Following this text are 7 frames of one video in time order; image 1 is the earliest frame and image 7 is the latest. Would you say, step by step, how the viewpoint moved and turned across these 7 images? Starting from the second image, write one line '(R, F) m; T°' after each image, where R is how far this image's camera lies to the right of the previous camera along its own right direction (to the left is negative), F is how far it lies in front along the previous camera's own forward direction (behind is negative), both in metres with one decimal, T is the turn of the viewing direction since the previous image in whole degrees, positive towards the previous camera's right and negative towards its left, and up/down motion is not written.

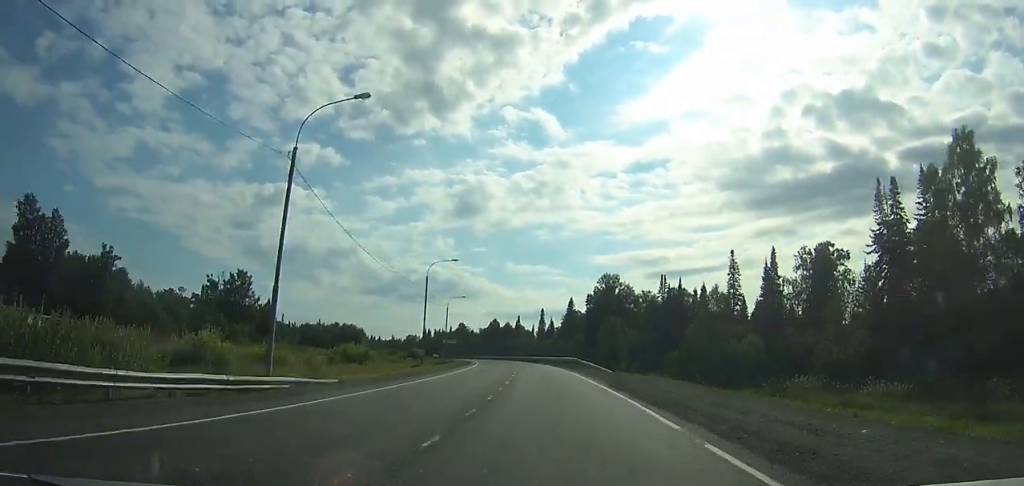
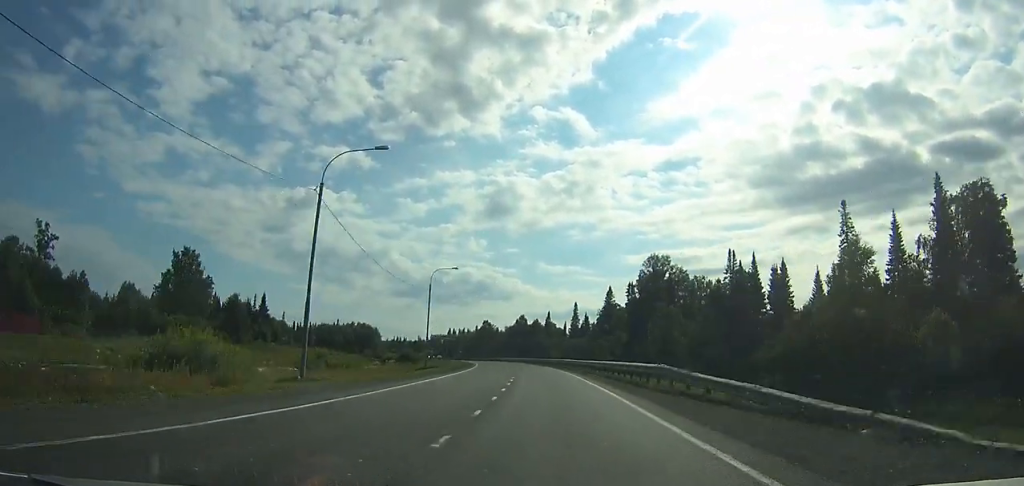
(-0.1, +31.8) m; -3°
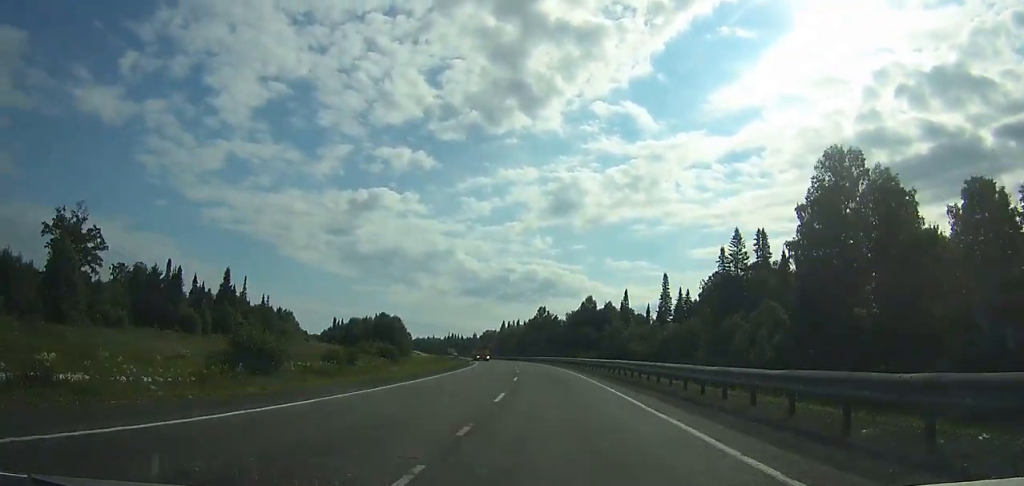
(-4.3, +67.6) m; -7°
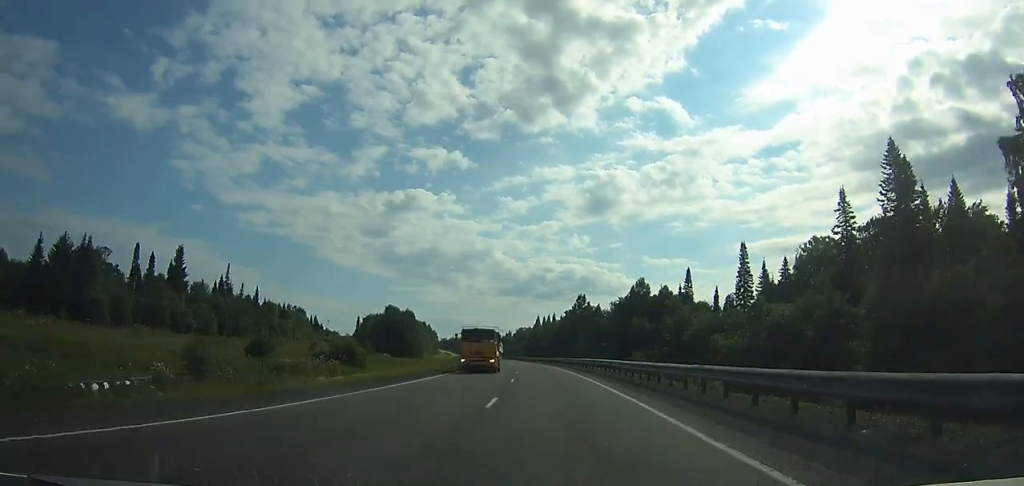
(-1.6, +38.3) m; -4°
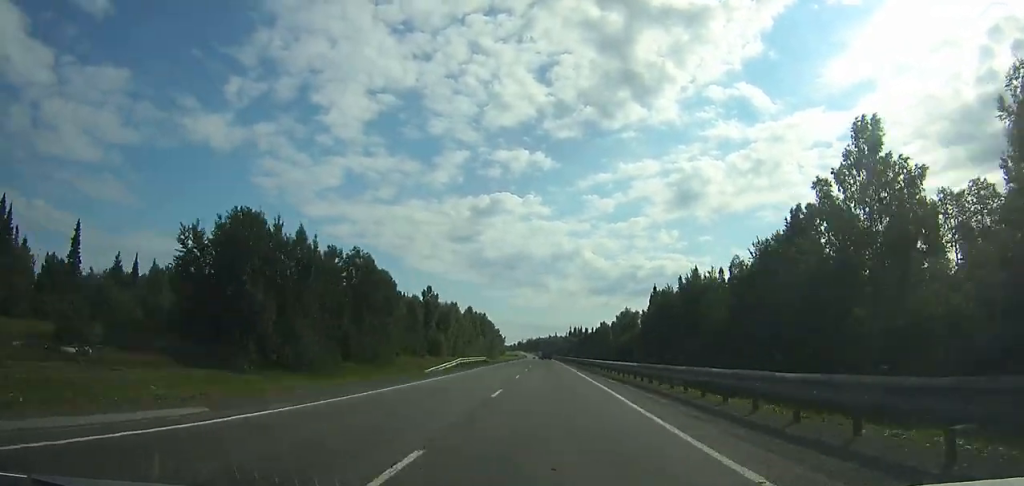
(-11.7, +129.7) m; -8°
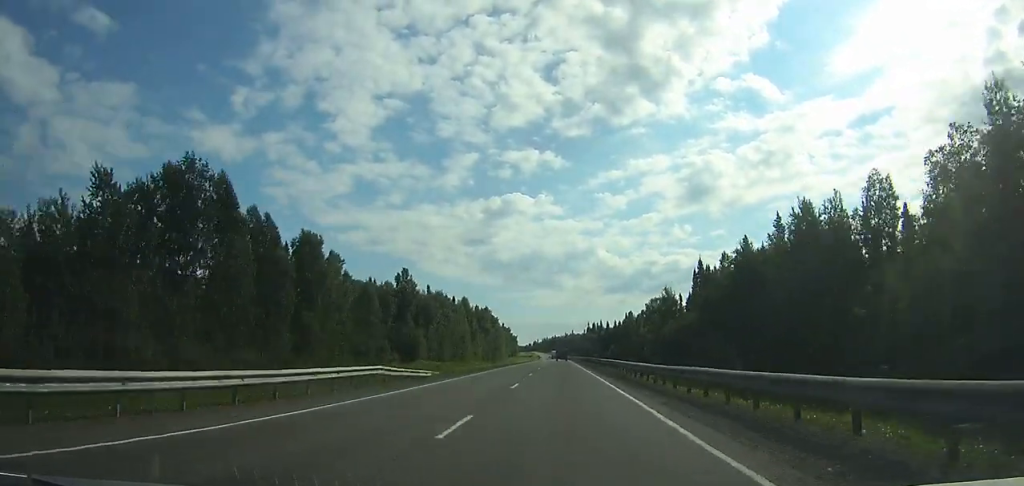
(-0.6, +44.0) m; -1°
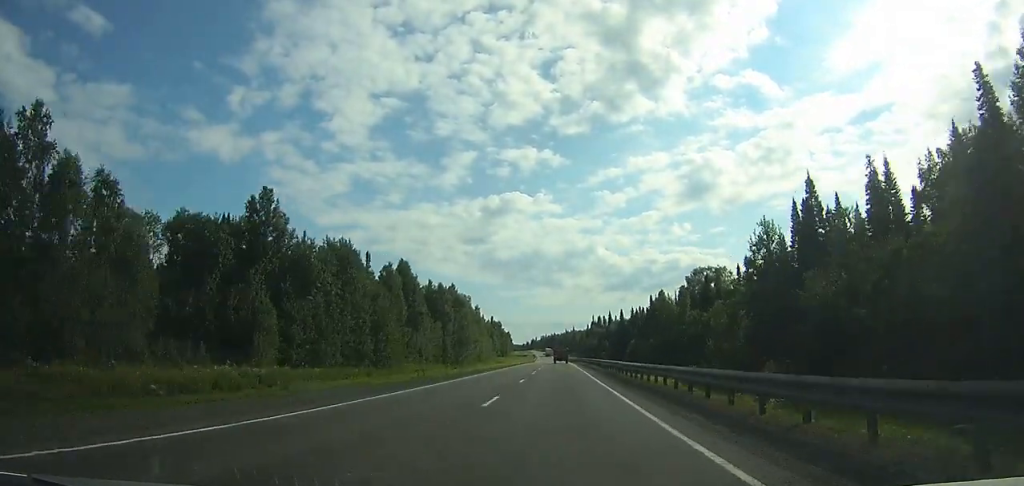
(-0.7, +66.8) m; -1°
